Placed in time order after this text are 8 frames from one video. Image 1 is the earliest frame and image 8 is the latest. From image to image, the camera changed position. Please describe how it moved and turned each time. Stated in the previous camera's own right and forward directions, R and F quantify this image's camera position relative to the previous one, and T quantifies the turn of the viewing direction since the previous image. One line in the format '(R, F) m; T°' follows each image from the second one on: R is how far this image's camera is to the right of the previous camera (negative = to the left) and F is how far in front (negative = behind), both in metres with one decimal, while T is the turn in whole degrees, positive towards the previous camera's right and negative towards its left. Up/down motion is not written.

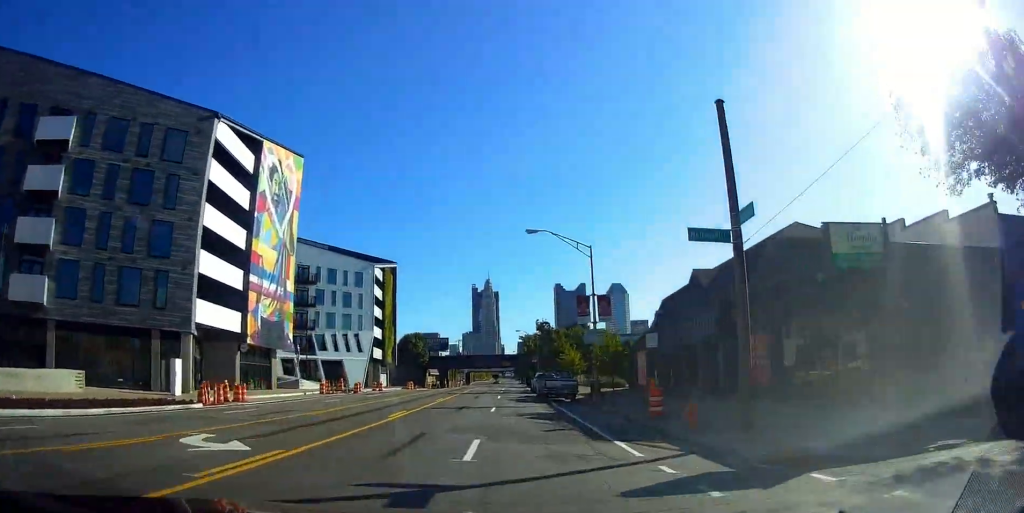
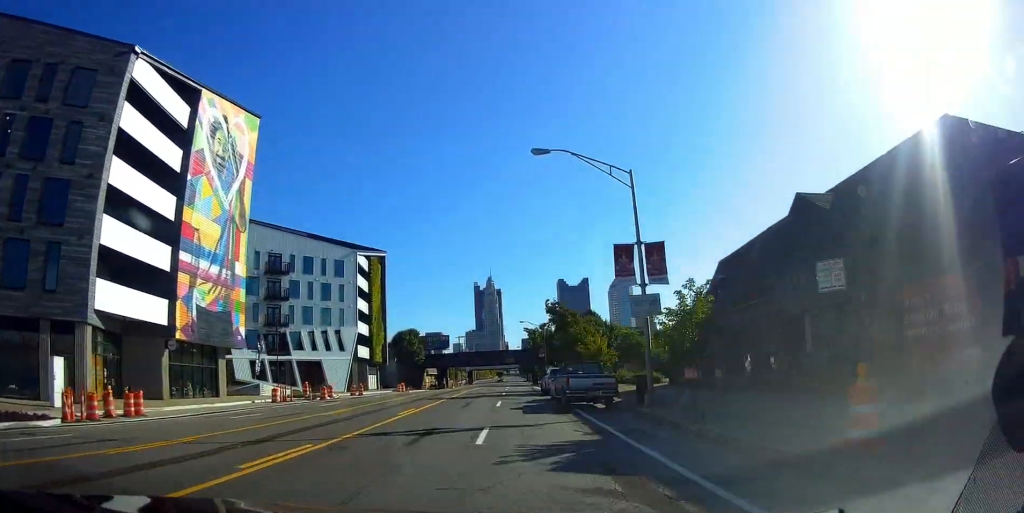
(+0.1, +11.0) m; -2°
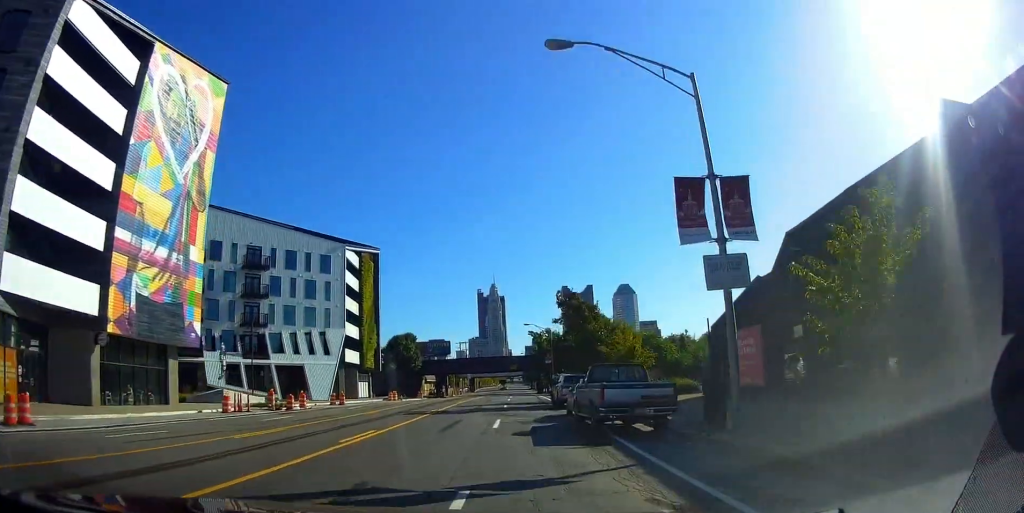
(-0.3, +7.3) m; -1°
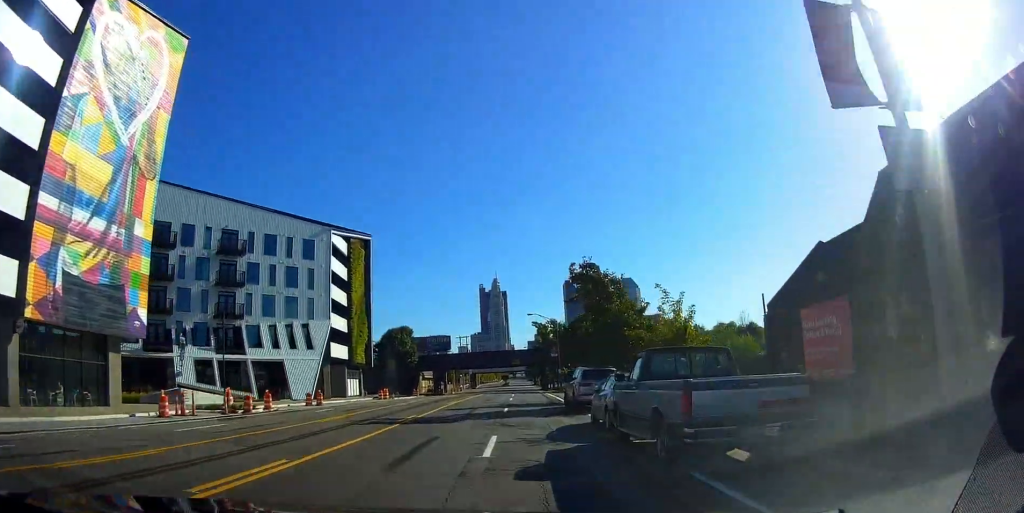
(-0.3, +6.3) m; 0°
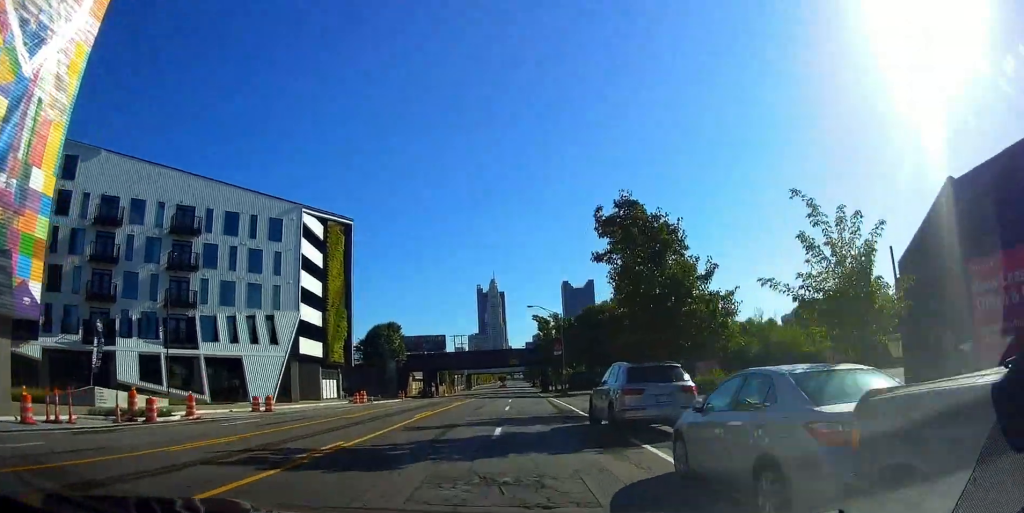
(0.0, +8.8) m; 0°
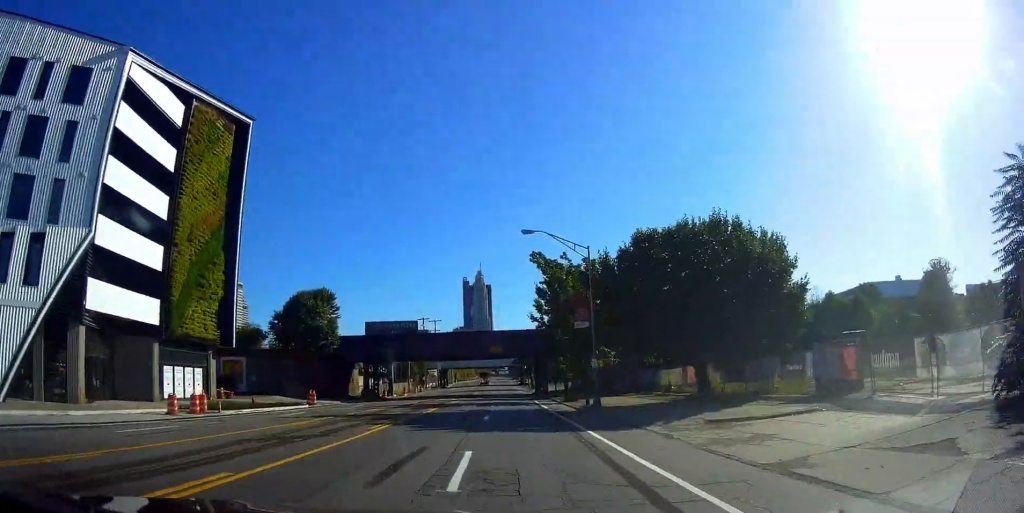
(0.0, +29.2) m; +1°
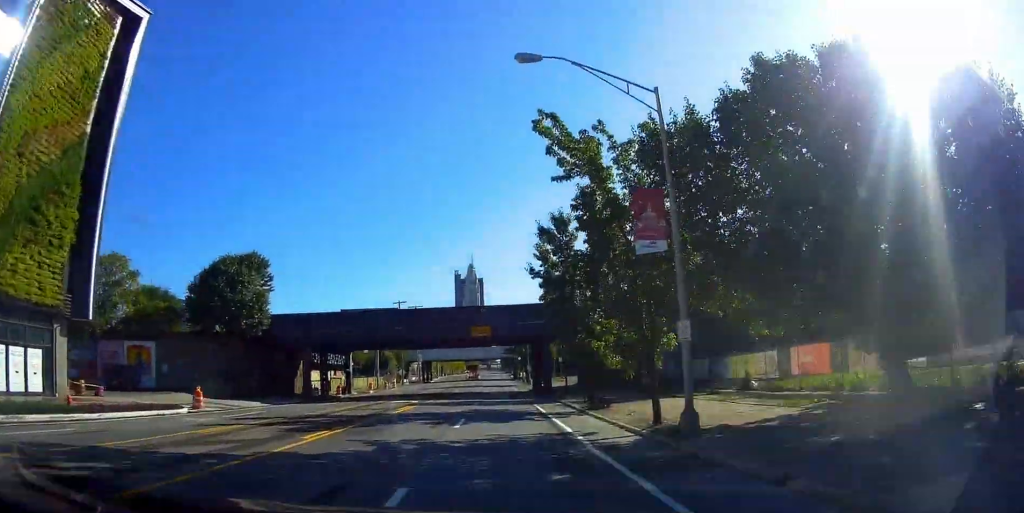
(+0.7, +16.2) m; +3°
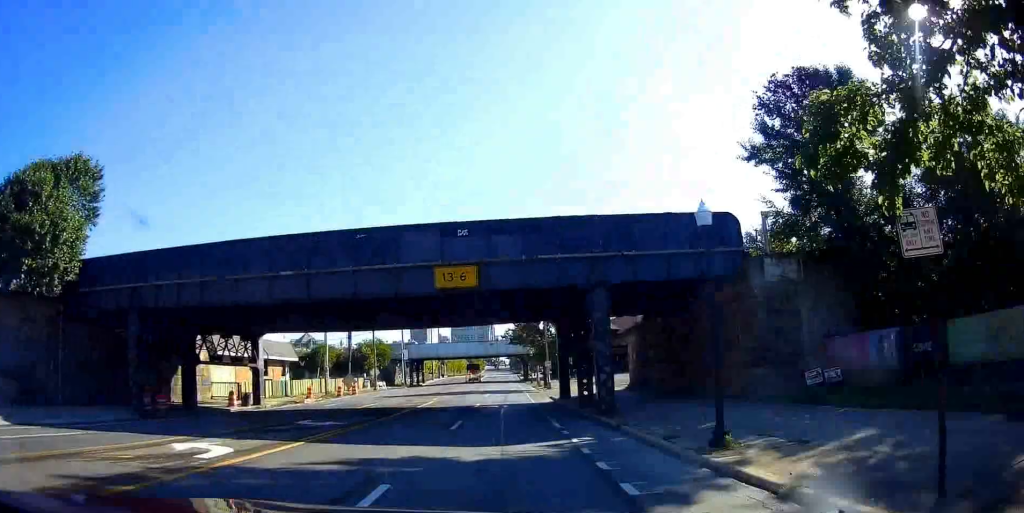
(0.0, +24.1) m; -3°
